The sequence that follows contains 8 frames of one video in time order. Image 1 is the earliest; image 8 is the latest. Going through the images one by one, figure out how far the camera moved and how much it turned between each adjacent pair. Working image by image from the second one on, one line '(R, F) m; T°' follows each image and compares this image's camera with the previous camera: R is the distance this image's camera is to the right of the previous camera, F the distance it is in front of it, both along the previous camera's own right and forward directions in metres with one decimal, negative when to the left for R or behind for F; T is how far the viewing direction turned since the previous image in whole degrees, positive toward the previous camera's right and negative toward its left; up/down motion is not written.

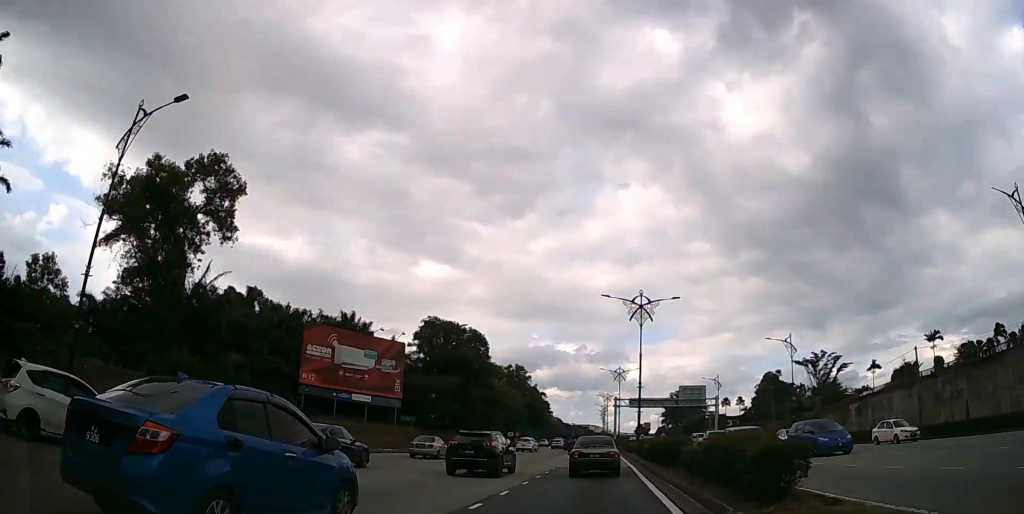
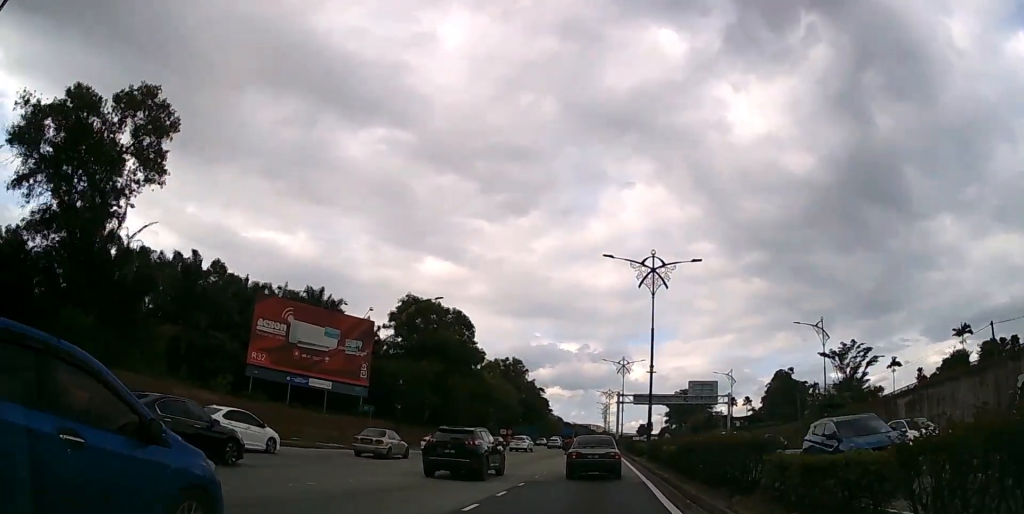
(0.0, +9.5) m; 0°
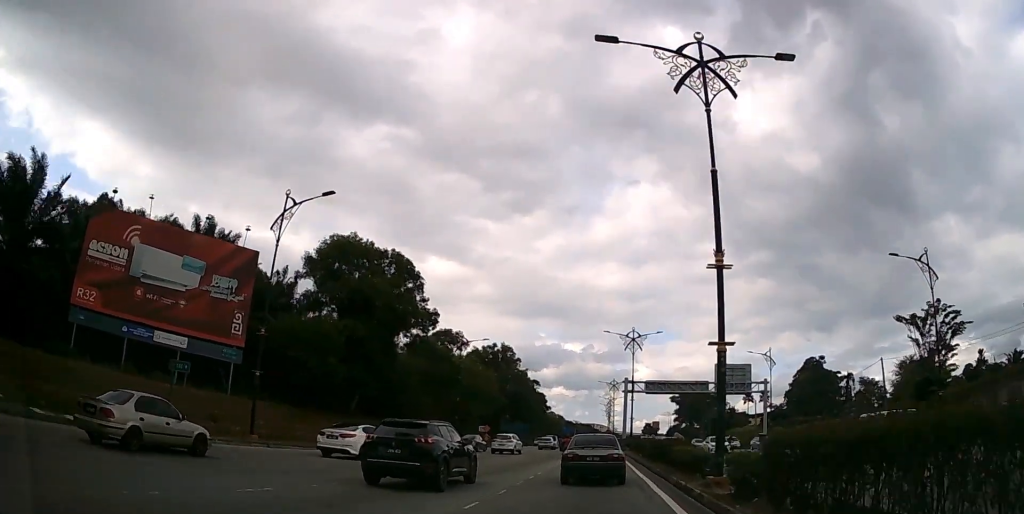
(0.0, +20.9) m; 0°
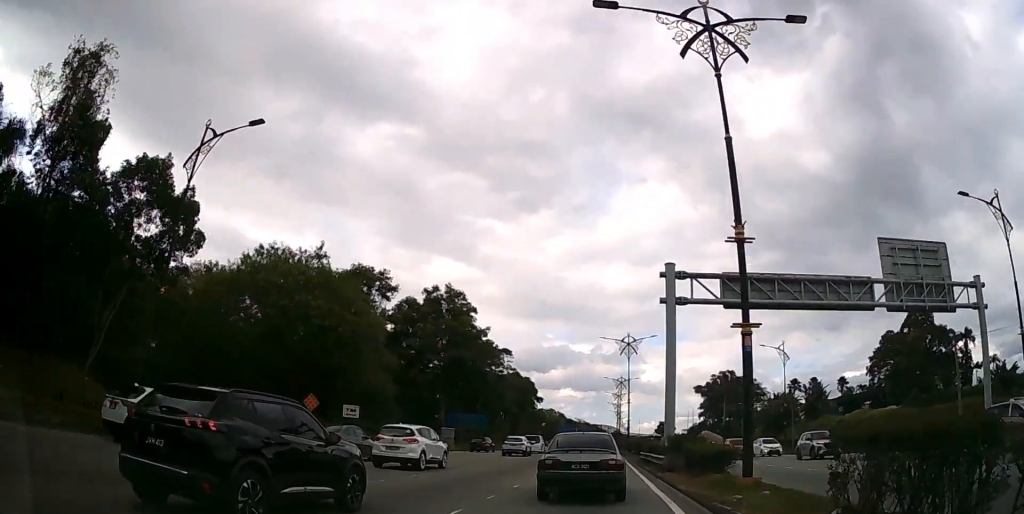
(-0.5, +46.4) m; -1°
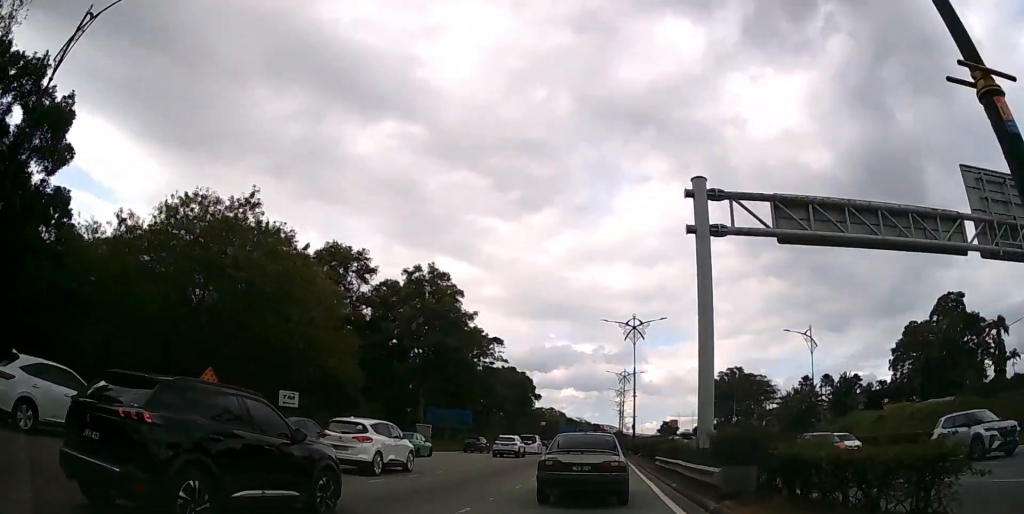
(0.0, +9.0) m; 0°
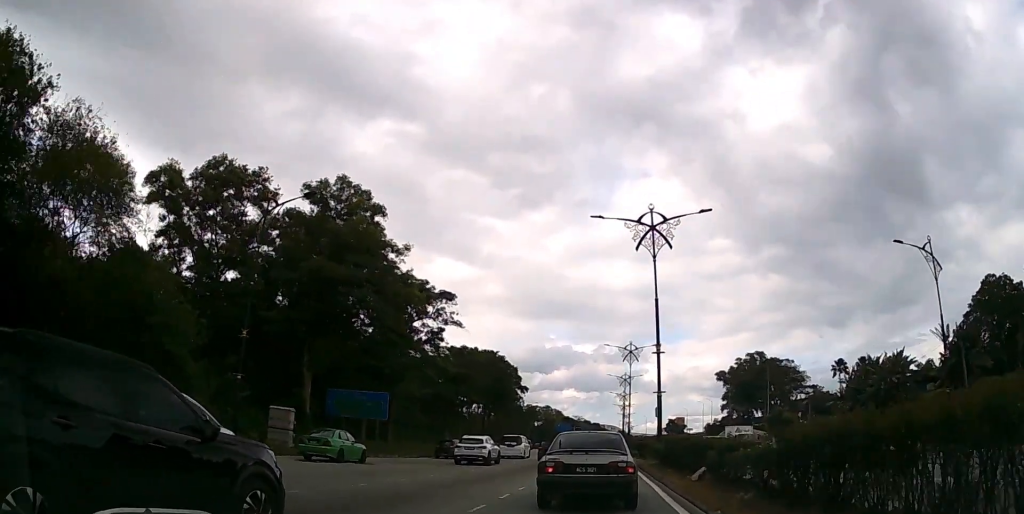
(0.0, +24.2) m; 0°
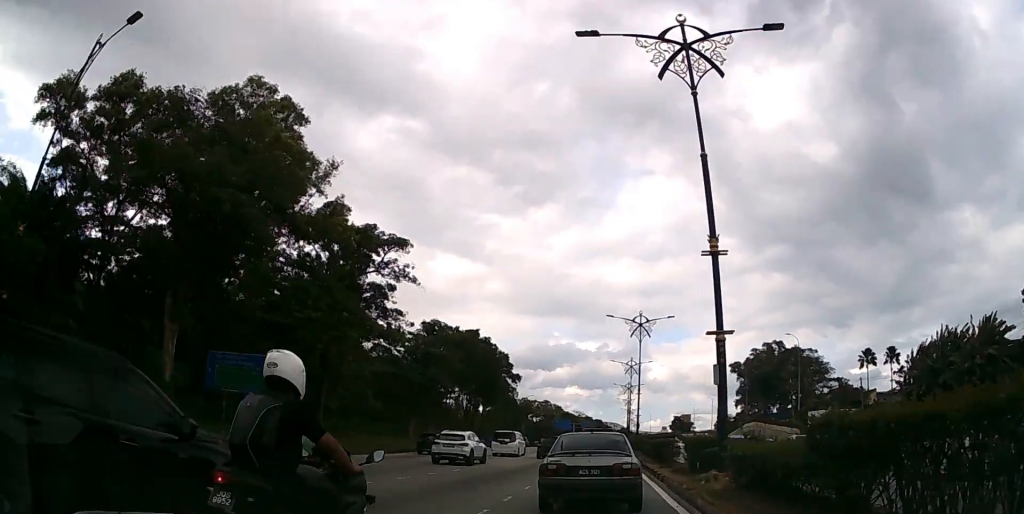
(0.0, +14.4) m; 0°
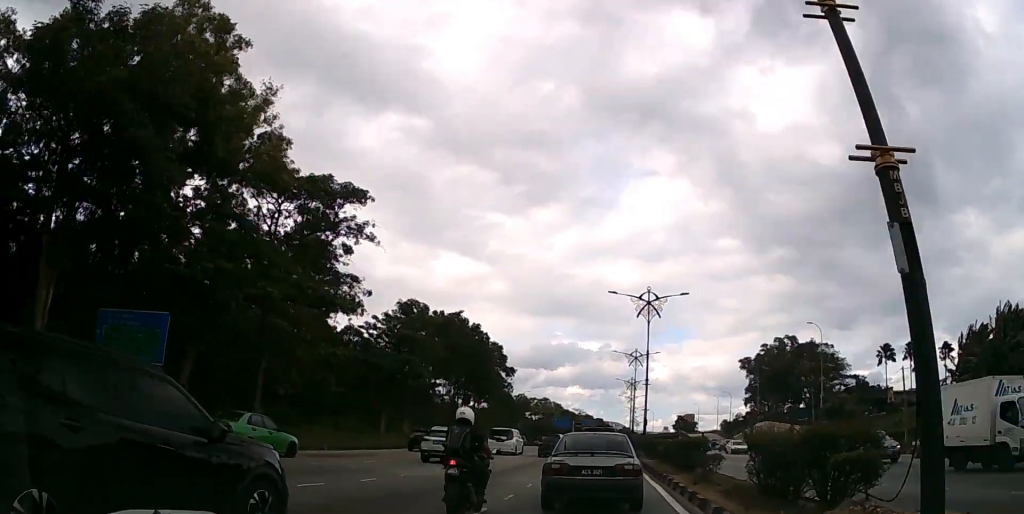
(0.0, +8.5) m; 0°
